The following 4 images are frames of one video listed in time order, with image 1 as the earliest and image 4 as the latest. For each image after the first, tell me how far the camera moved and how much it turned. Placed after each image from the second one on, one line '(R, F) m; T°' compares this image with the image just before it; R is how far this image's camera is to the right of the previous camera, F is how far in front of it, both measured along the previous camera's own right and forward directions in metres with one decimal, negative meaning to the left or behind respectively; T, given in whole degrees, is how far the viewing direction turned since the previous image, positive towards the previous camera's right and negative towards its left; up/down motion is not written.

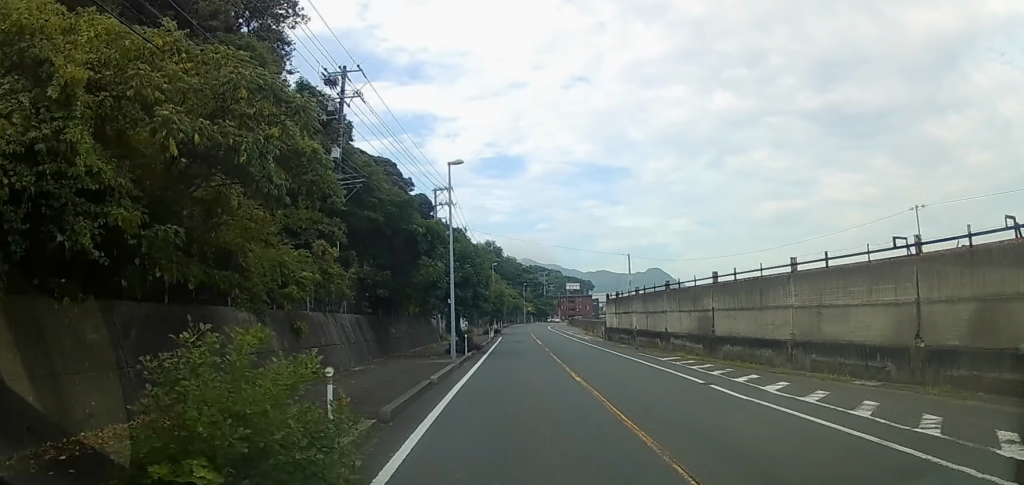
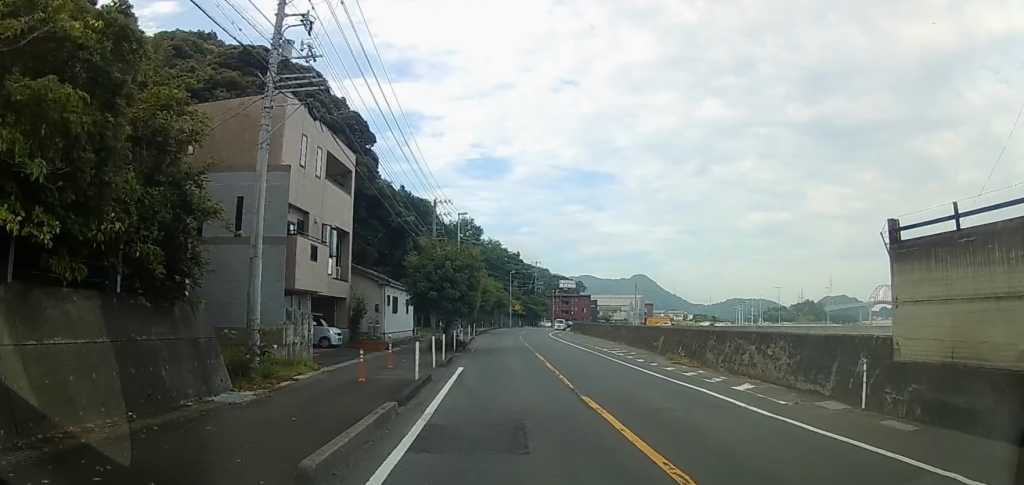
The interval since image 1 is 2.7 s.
(+0.4, +37.3) m; +2°
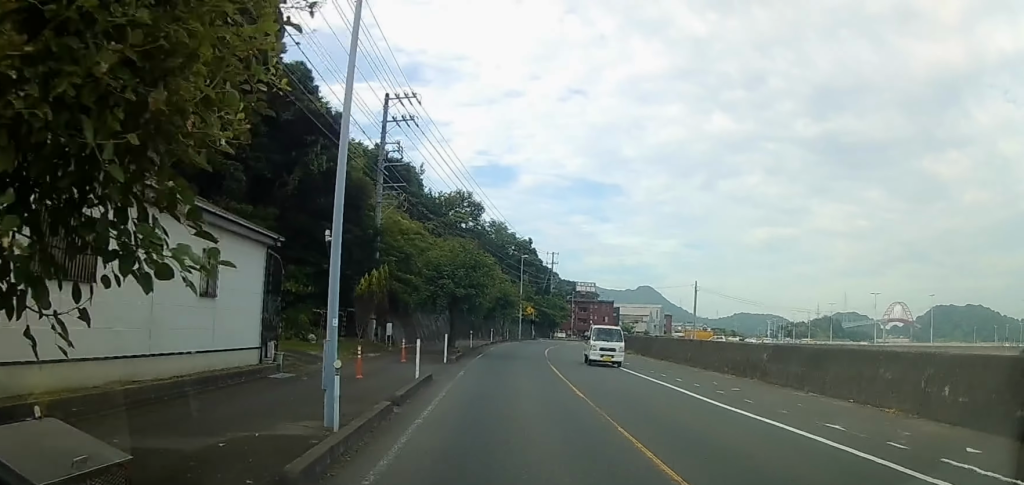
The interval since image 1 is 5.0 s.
(+0.4, +30.4) m; 0°
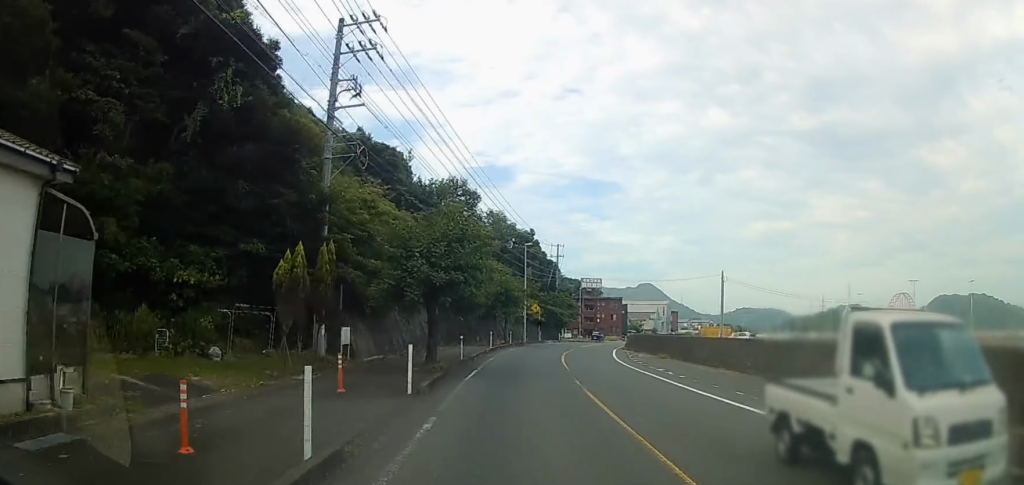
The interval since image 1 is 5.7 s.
(0.0, +8.8) m; -1°
